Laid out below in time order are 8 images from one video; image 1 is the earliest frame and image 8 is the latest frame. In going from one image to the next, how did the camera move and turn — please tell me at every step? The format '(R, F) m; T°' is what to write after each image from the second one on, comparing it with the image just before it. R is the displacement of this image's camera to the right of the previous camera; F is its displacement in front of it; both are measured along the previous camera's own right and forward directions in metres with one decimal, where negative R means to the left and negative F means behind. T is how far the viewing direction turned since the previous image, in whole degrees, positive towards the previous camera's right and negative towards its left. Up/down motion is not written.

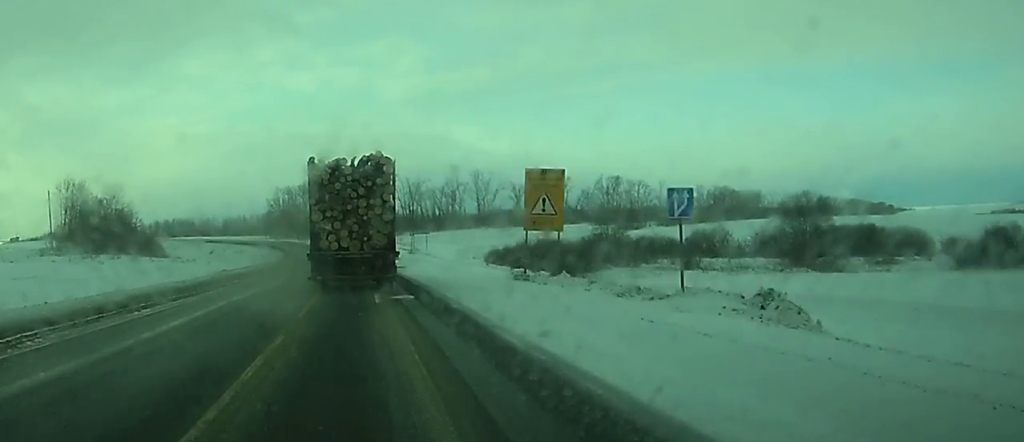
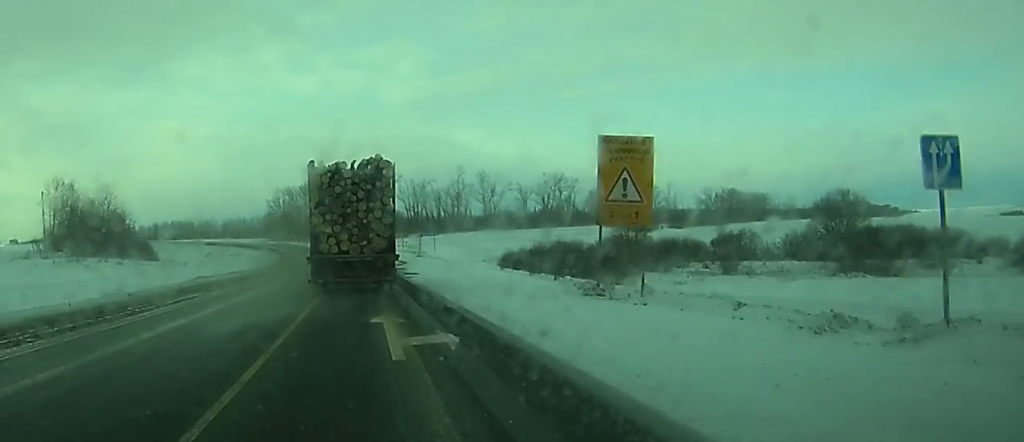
(0.0, +10.1) m; 0°
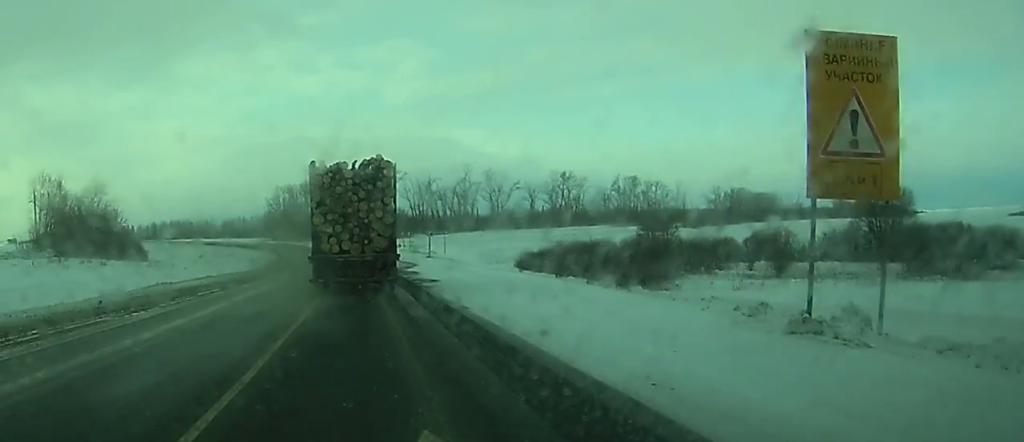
(0.0, +11.3) m; 0°
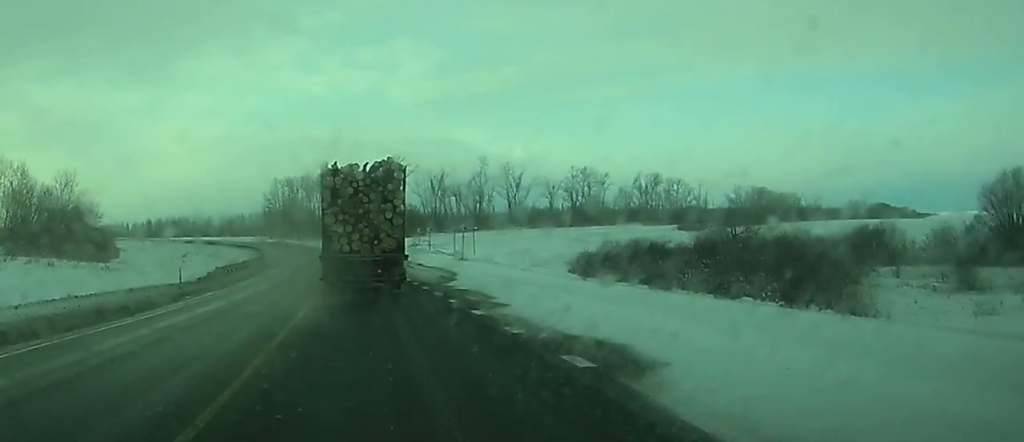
(0.0, +26.3) m; -1°
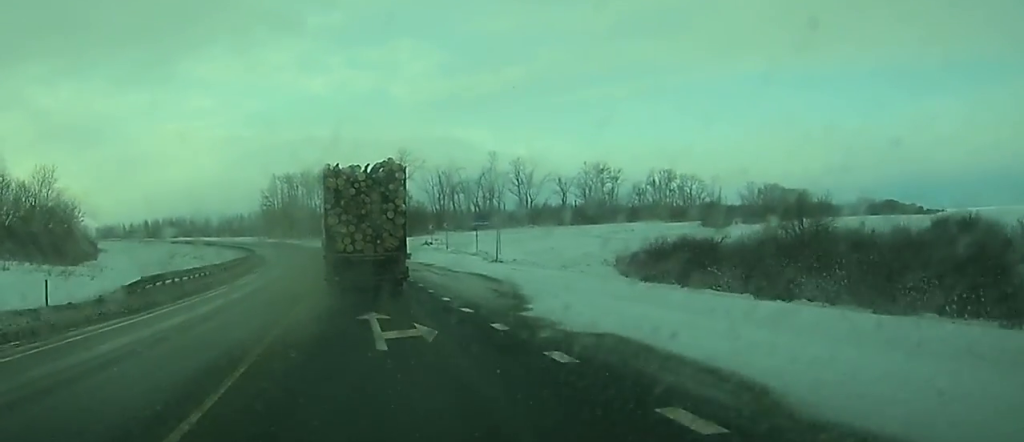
(-0.1, +15.6) m; -1°
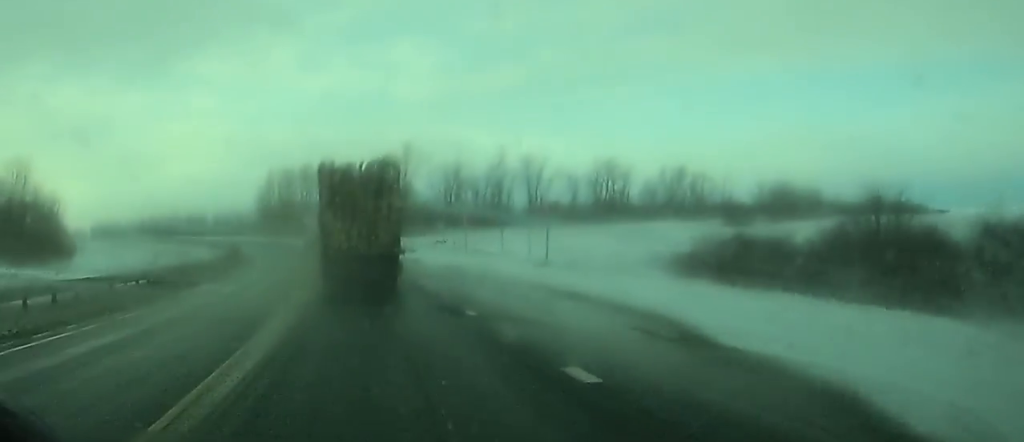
(-0.1, +13.7) m; 0°
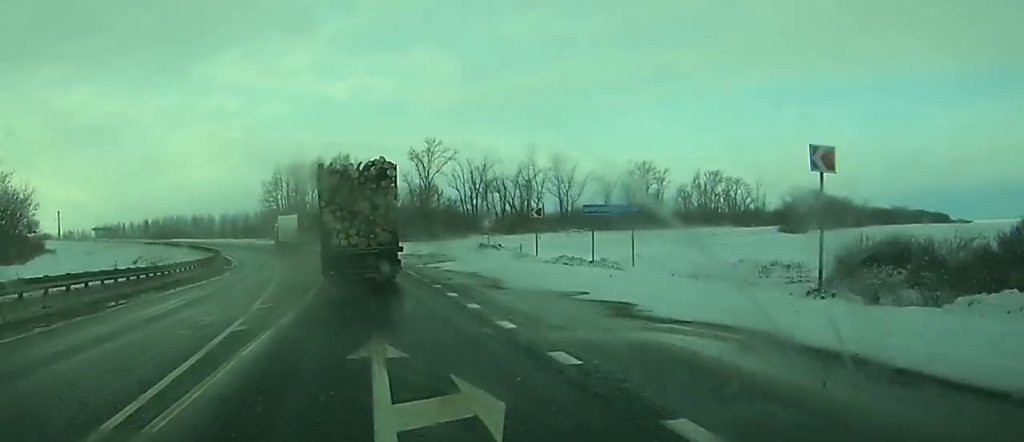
(0.0, +22.6) m; -1°
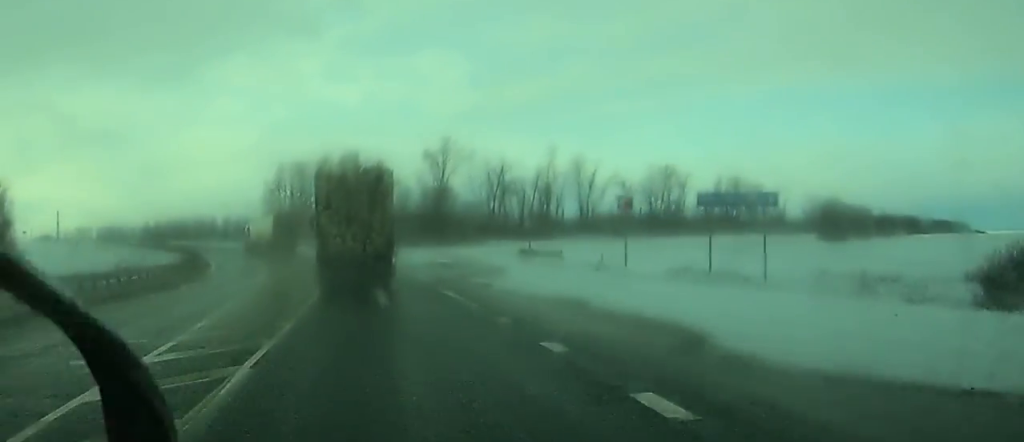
(-0.1, +14.5) m; -1°
